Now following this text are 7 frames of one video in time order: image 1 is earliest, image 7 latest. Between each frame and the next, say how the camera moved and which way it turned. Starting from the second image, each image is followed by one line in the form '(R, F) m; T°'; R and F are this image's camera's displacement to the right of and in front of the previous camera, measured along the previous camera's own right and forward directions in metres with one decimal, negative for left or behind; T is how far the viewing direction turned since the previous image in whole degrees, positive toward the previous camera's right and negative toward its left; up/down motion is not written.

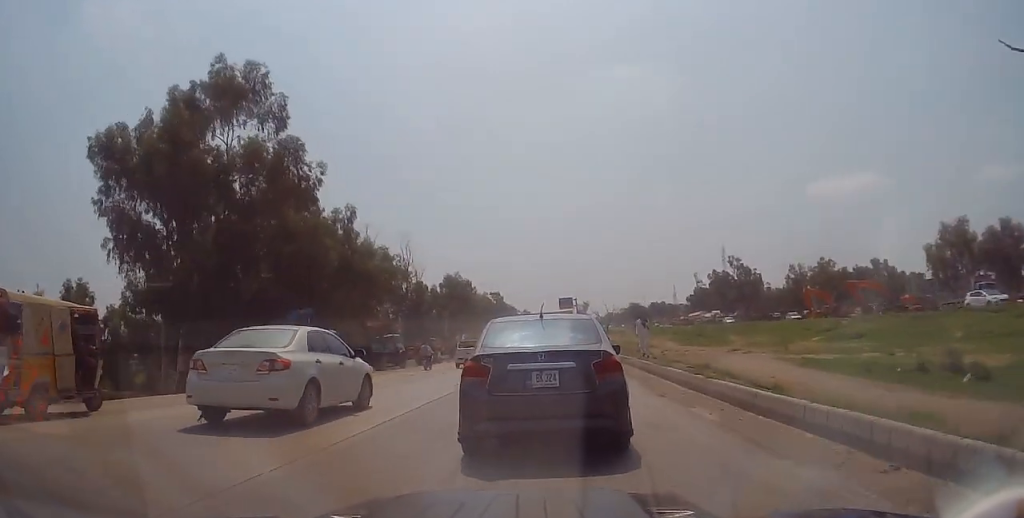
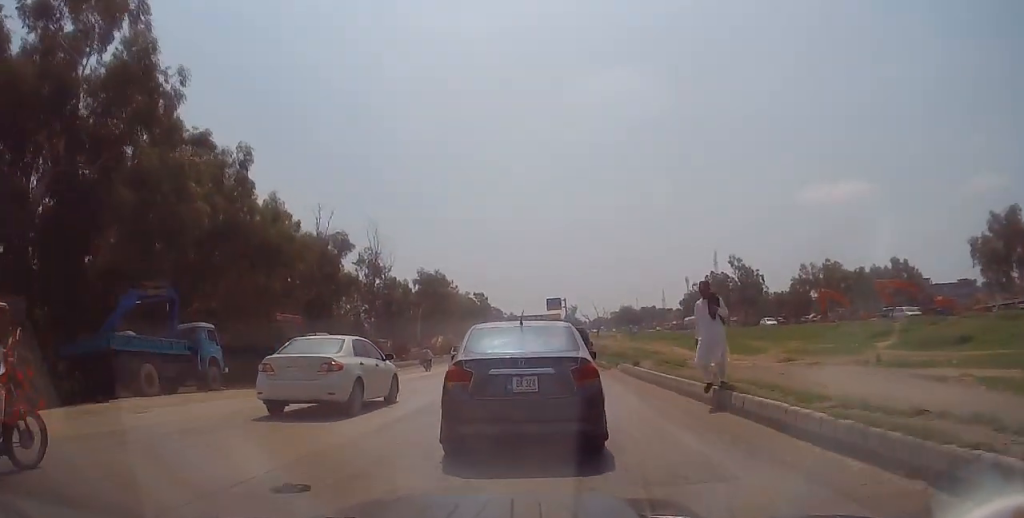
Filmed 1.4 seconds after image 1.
(-0.1, +12.3) m; -2°
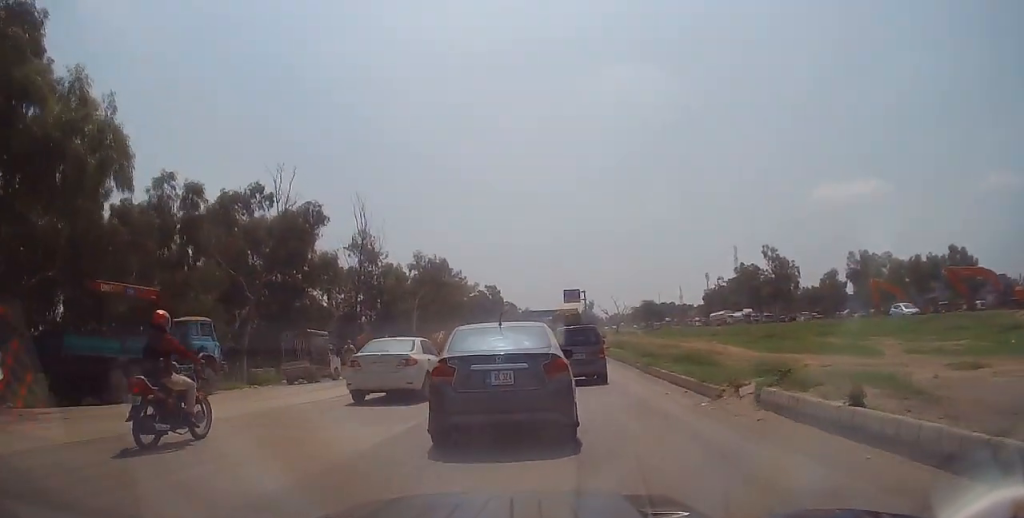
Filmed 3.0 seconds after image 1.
(+0.4, +13.4) m; +2°
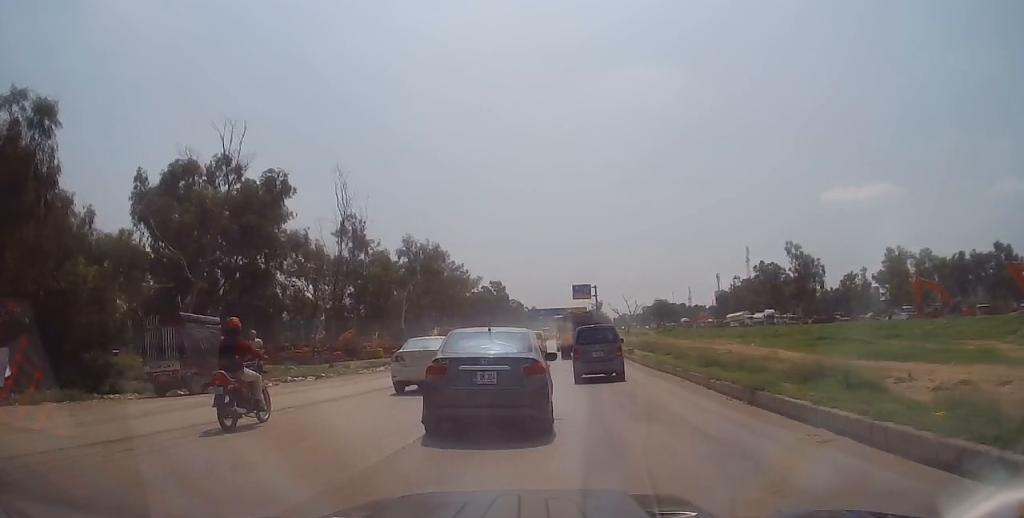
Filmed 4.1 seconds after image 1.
(-0.2, +9.8) m; -2°
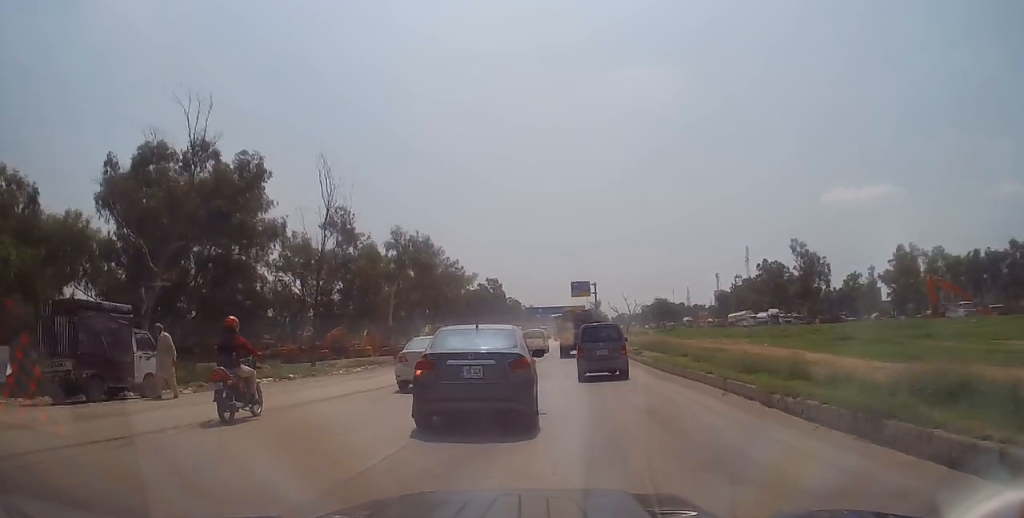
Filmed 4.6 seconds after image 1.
(0.0, +4.1) m; 0°
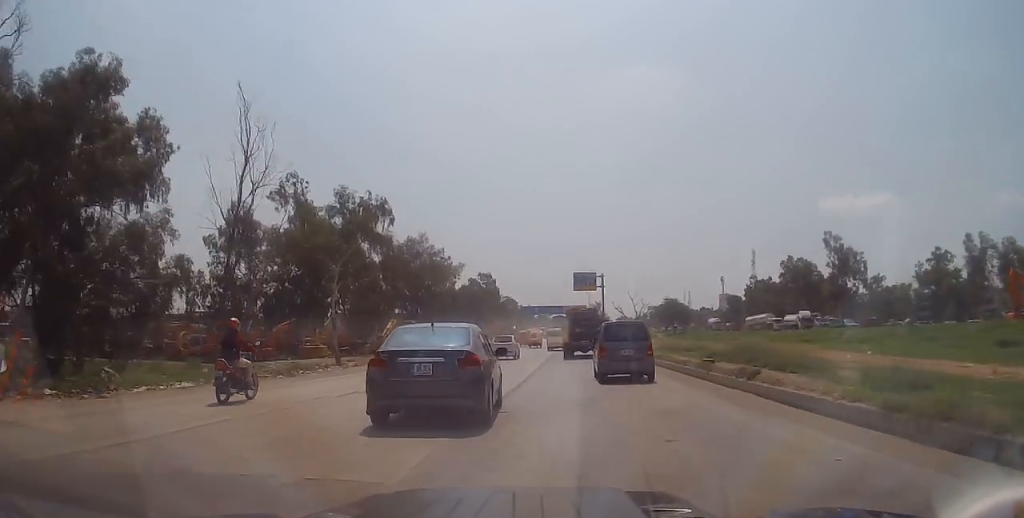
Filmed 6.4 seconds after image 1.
(+0.6, +16.8) m; +2°
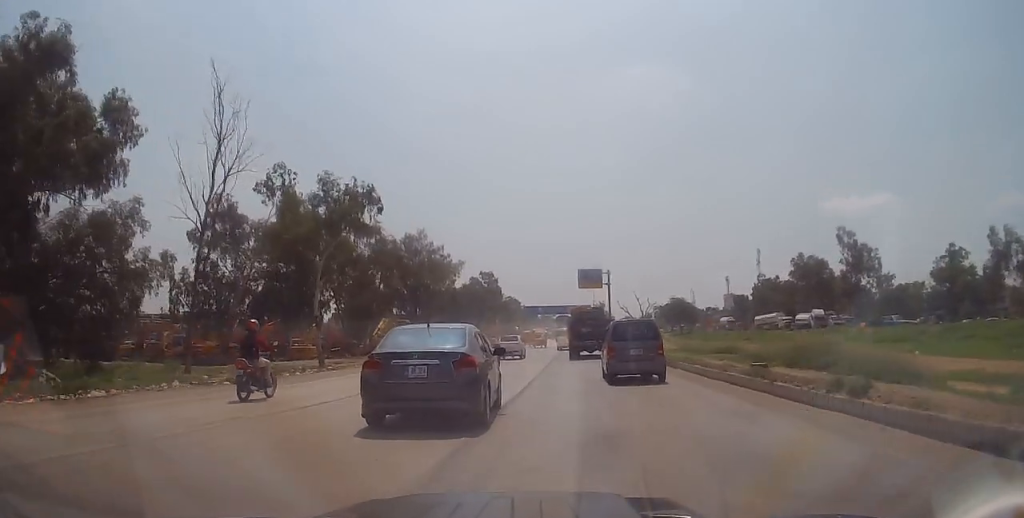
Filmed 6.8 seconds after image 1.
(-0.2, +4.3) m; 0°
